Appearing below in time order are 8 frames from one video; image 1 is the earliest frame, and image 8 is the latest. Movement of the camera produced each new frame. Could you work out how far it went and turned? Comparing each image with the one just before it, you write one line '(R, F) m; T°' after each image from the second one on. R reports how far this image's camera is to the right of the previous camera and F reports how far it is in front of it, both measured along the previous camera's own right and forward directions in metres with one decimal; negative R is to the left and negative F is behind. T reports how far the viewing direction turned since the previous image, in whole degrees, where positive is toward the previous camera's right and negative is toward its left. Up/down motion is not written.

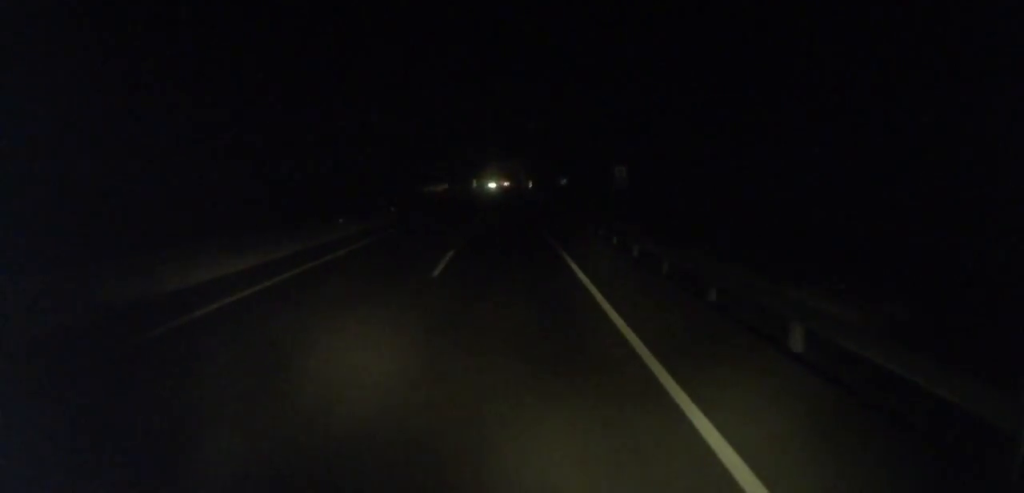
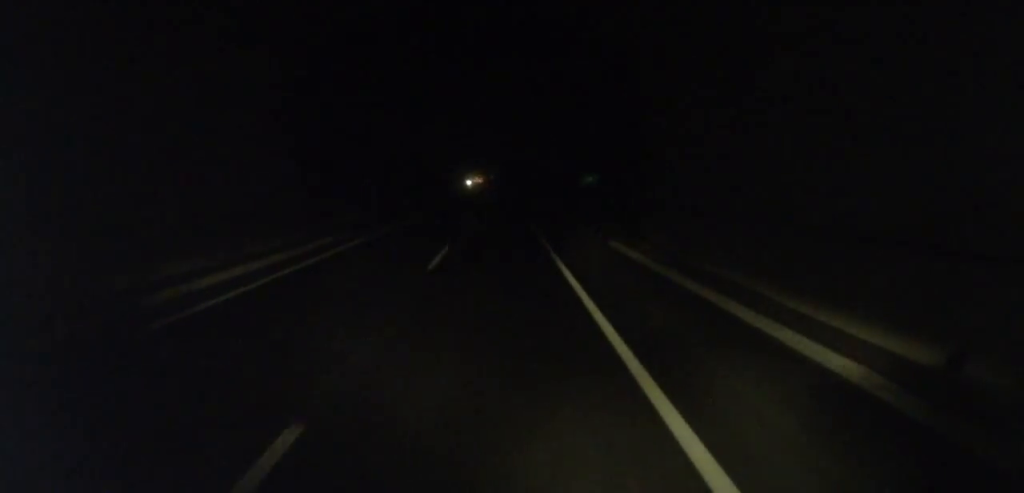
(+0.4, +202.6) m; +3°
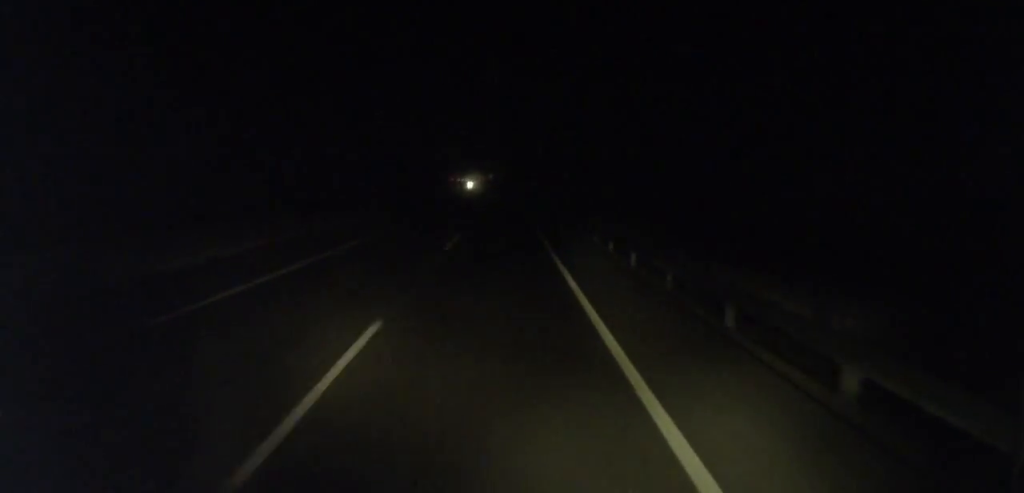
(+2.0, +63.7) m; +2°
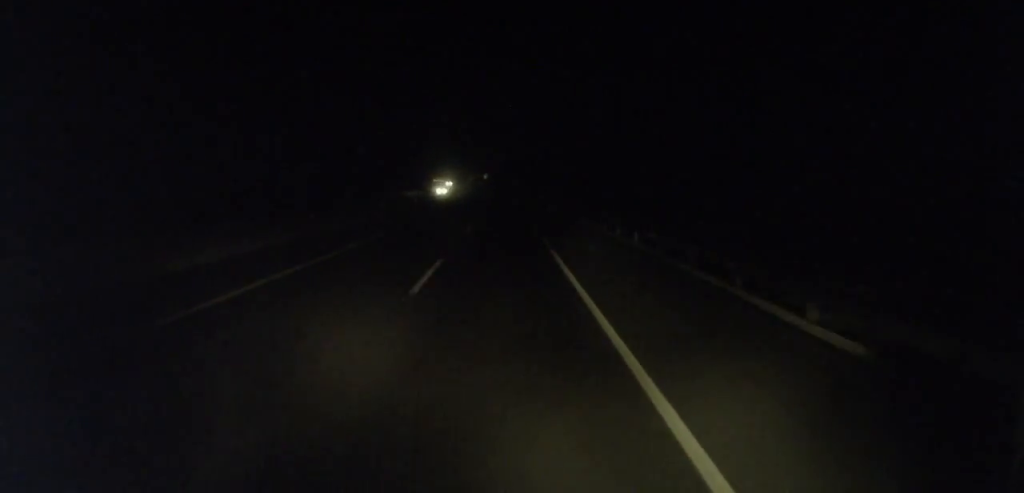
(+3.9, +76.8) m; 0°
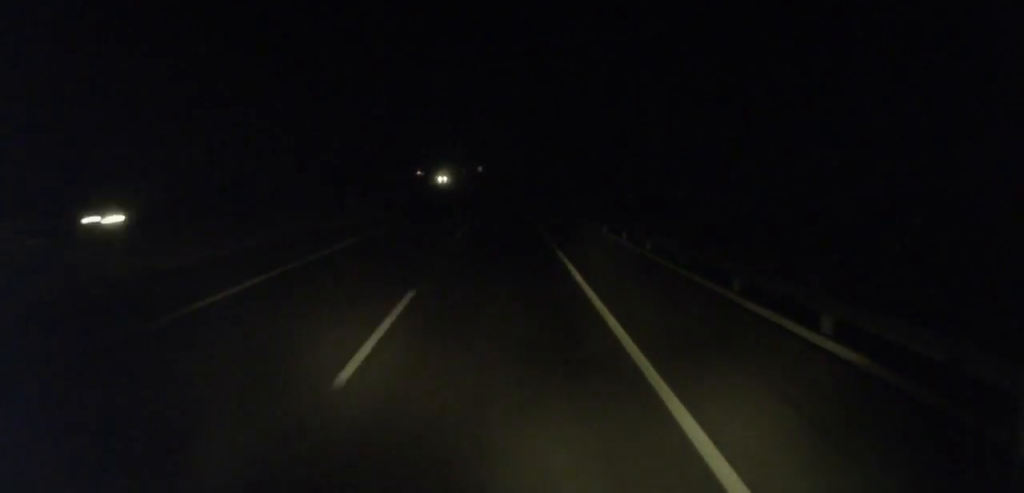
(-2.6, +57.6) m; -3°
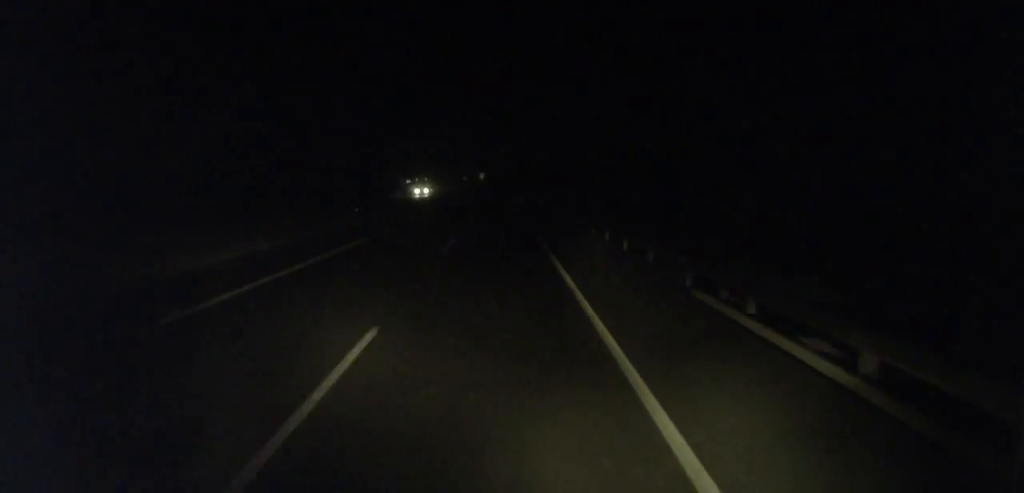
(-1.7, +54.1) m; -2°
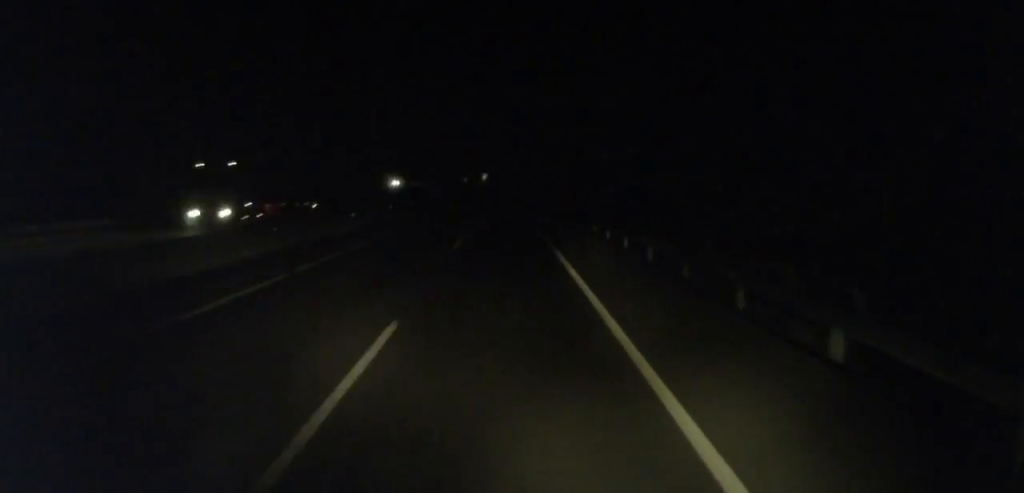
(-1.1, +50.8) m; -2°
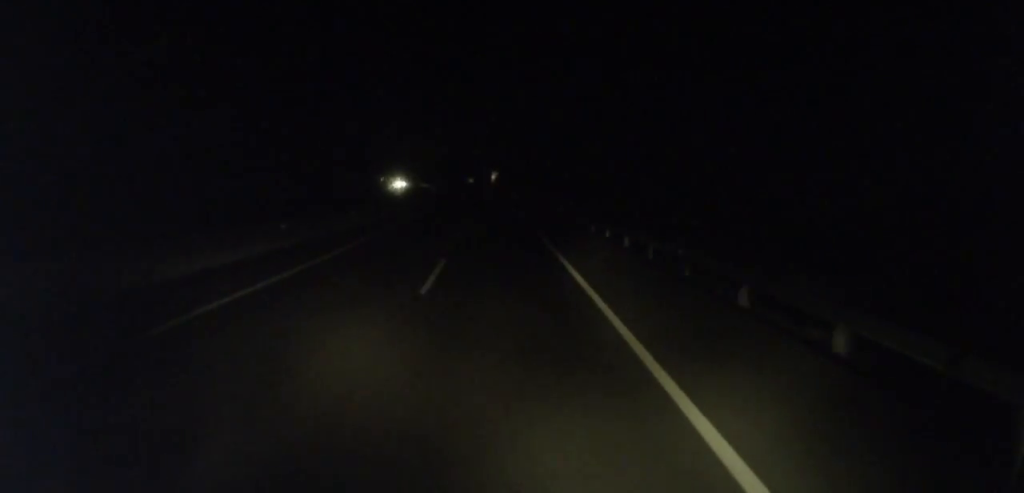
(-1.1, +59.9) m; -2°
